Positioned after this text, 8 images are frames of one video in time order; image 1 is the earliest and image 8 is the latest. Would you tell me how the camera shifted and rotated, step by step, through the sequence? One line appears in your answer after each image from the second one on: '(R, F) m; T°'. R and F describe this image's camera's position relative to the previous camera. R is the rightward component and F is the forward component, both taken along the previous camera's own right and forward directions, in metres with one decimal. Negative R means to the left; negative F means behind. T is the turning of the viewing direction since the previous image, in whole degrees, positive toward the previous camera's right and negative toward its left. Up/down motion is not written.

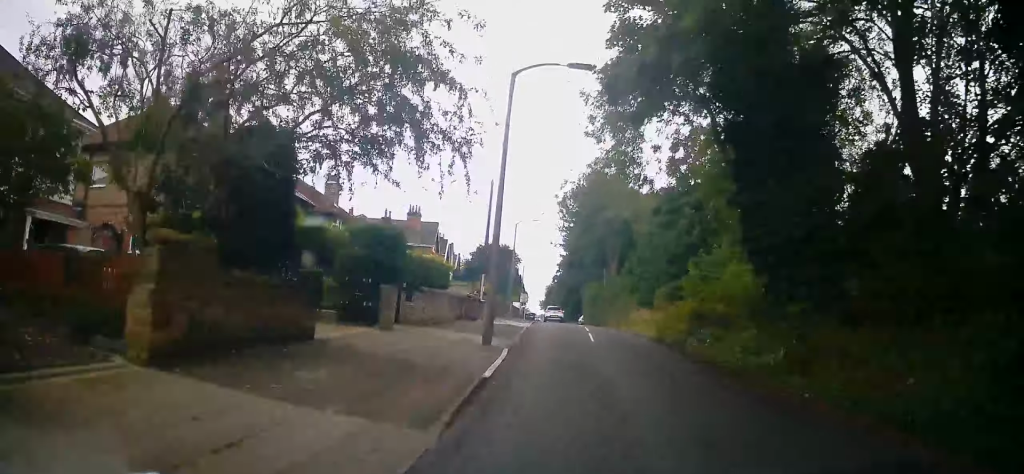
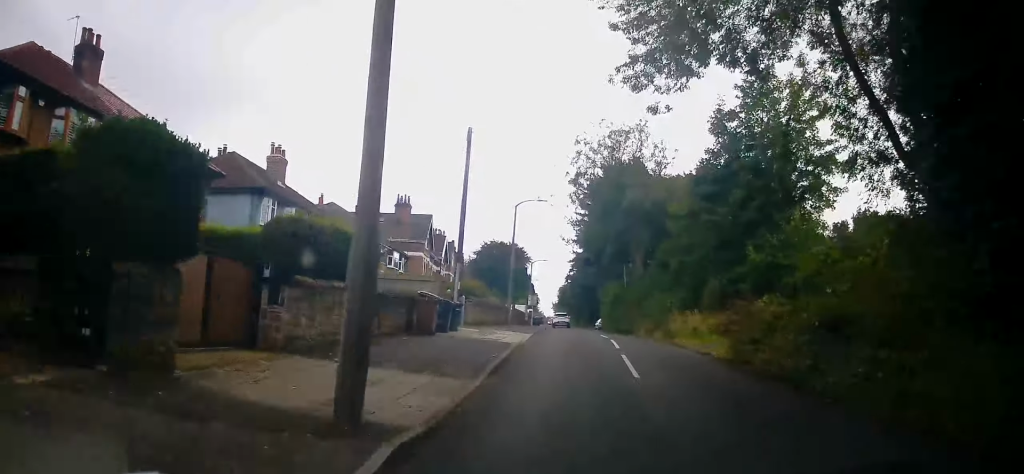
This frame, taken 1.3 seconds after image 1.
(-0.1, +9.6) m; 0°
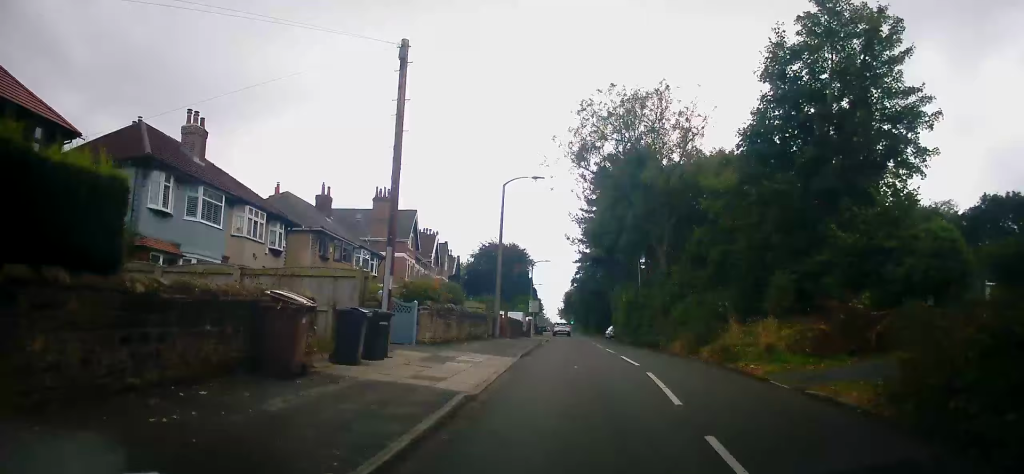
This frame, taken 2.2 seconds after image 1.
(+0.1, +8.5) m; -1°
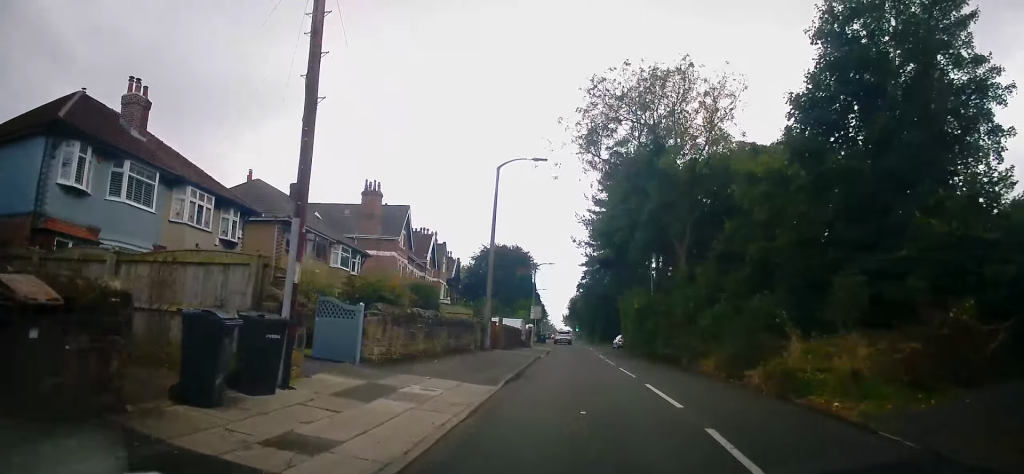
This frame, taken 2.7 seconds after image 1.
(-0.1, +4.8) m; 0°
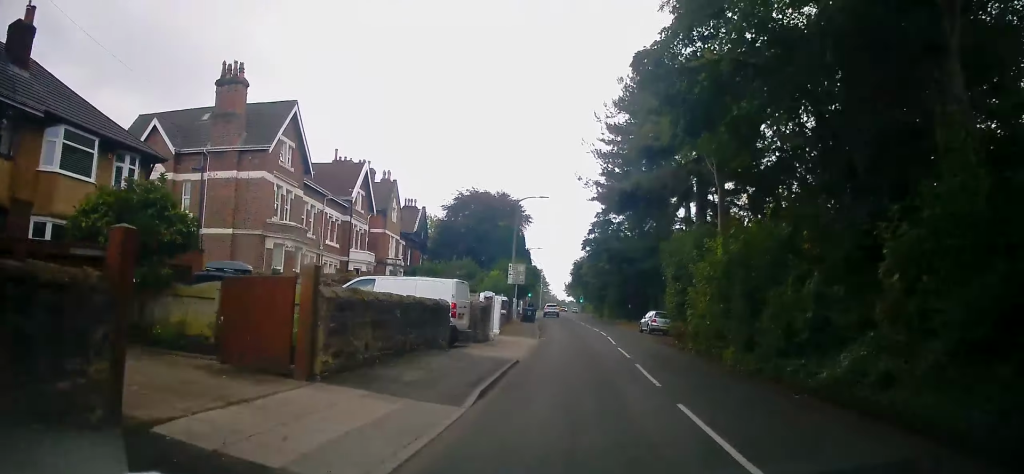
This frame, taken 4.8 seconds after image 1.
(0.0, +21.8) m; 0°
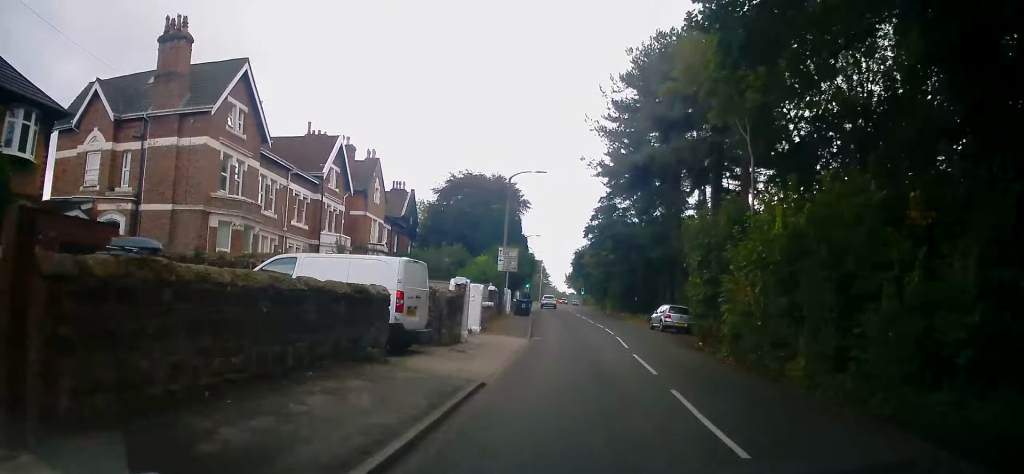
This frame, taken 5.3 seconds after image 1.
(+0.1, +5.0) m; -1°
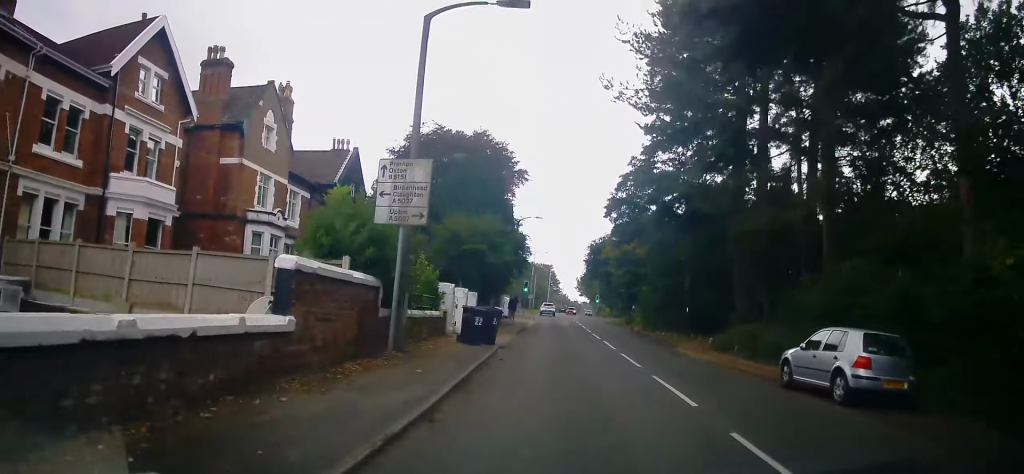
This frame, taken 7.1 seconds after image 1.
(-0.6, +20.0) m; -2°
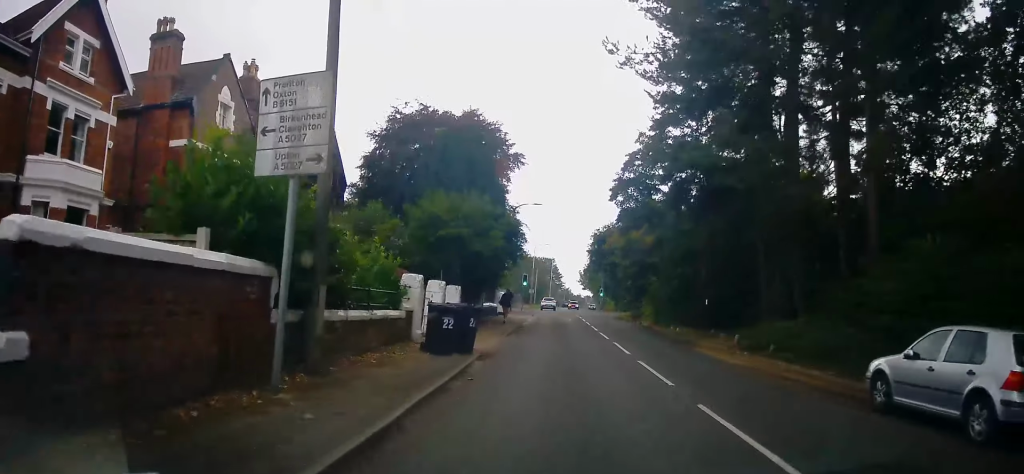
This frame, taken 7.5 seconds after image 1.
(0.0, +4.3) m; 0°
